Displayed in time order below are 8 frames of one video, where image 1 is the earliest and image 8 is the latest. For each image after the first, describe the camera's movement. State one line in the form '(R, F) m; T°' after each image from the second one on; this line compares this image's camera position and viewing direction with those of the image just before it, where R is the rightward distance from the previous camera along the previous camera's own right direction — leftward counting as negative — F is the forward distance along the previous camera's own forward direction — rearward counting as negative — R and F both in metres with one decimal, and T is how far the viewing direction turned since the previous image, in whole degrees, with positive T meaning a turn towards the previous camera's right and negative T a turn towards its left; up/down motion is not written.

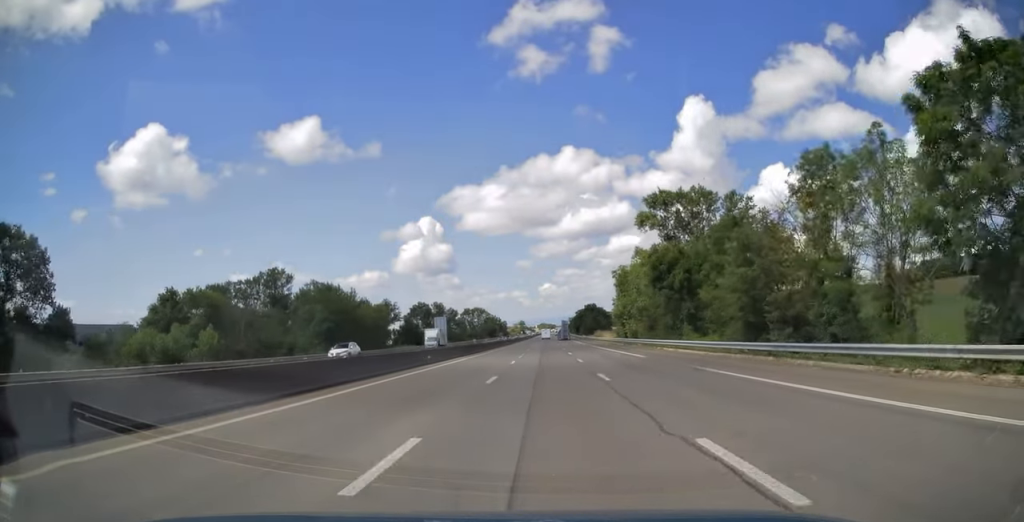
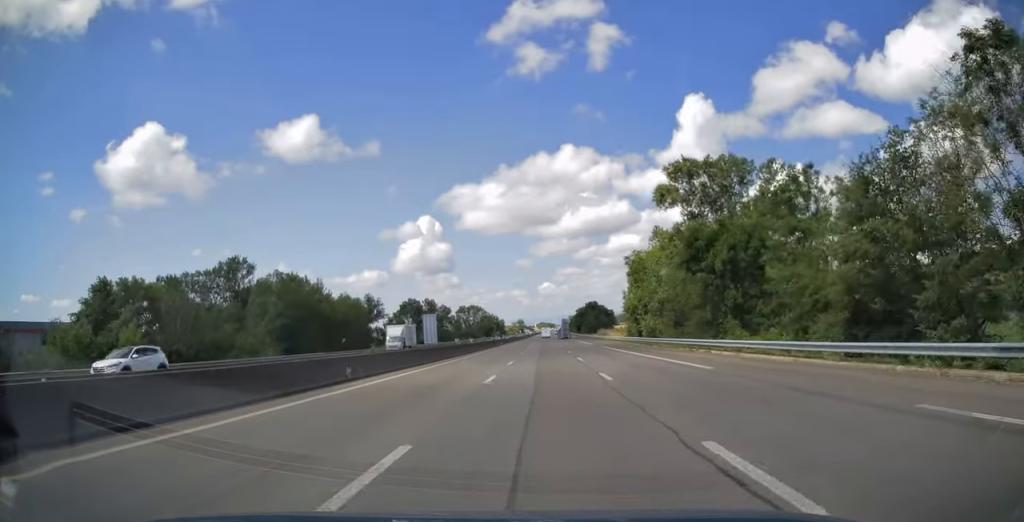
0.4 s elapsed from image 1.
(-0.1, +13.5) m; 0°
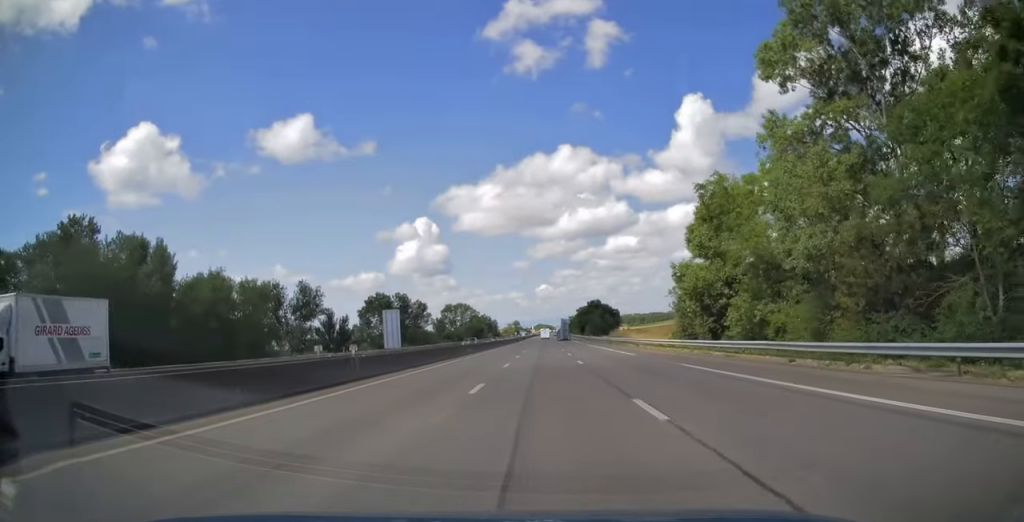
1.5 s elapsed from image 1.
(-0.2, +34.0) m; 0°
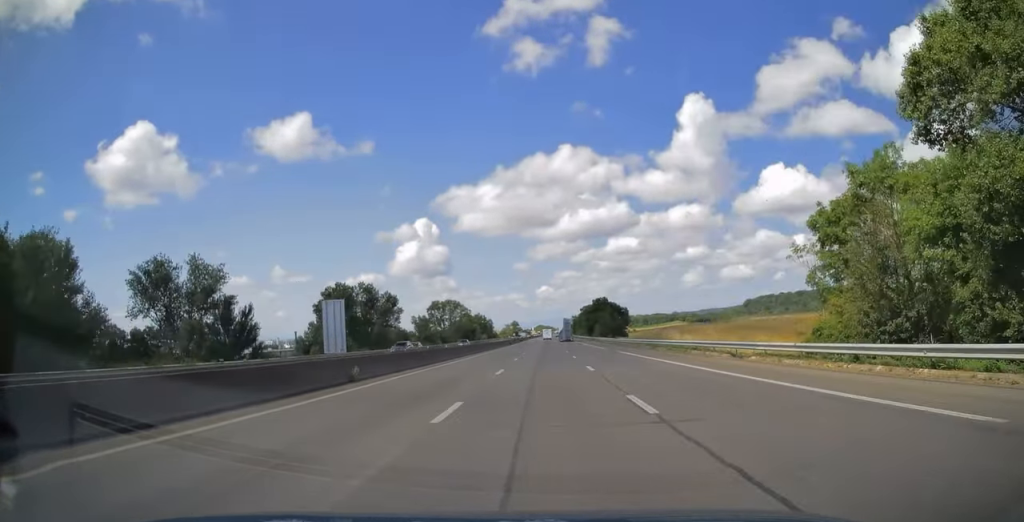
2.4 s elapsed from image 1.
(+0.3, +30.6) m; +1°
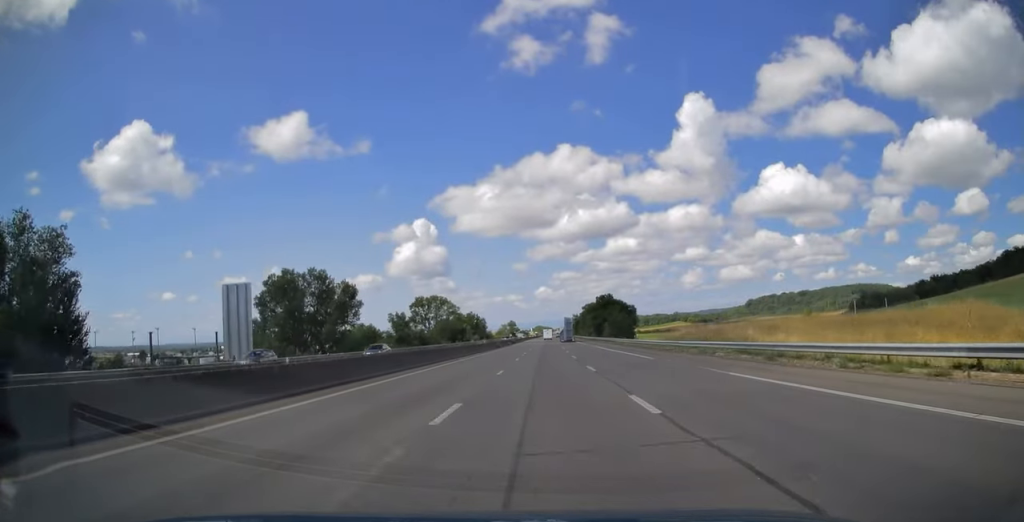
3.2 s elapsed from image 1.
(0.0, +25.8) m; +1°
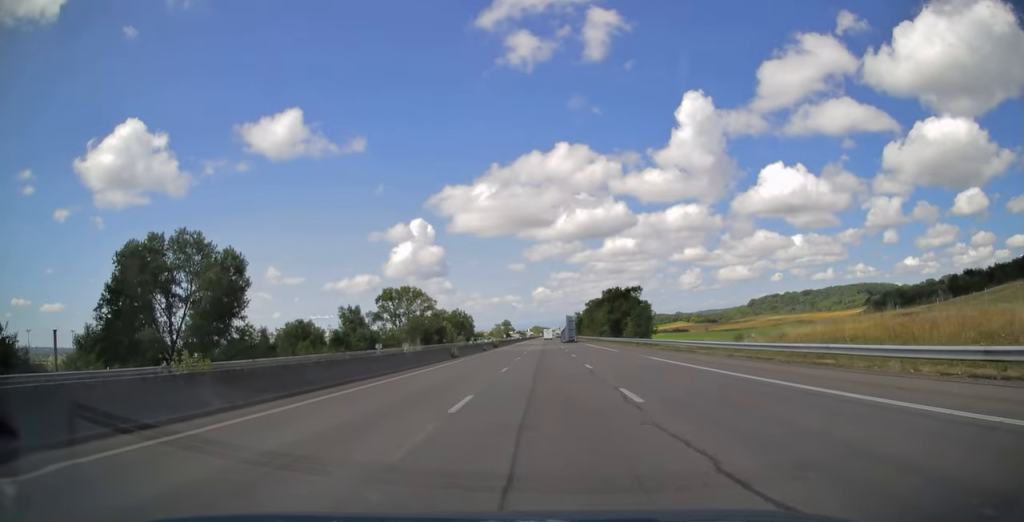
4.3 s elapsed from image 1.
(+0.3, +36.4) m; 0°
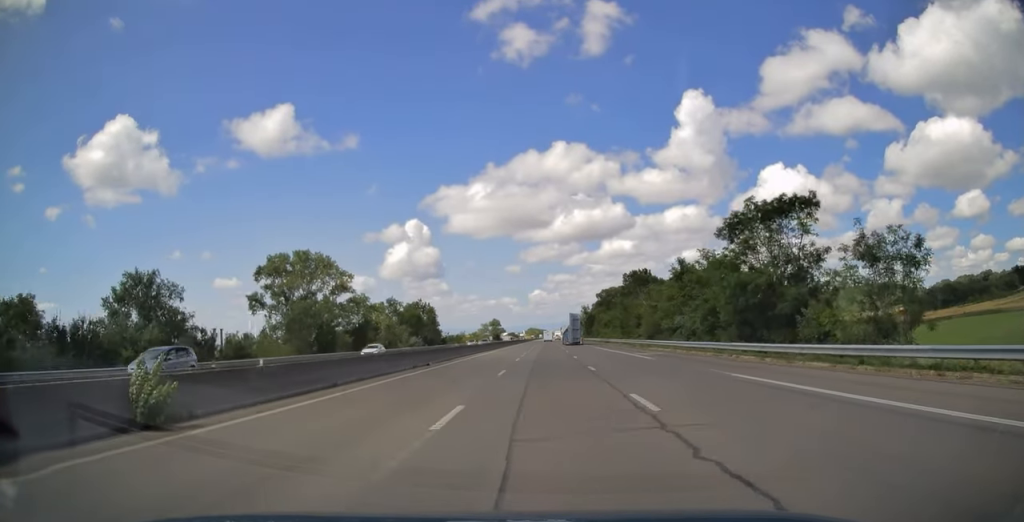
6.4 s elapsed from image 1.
(-0.5, +65.4) m; 0°
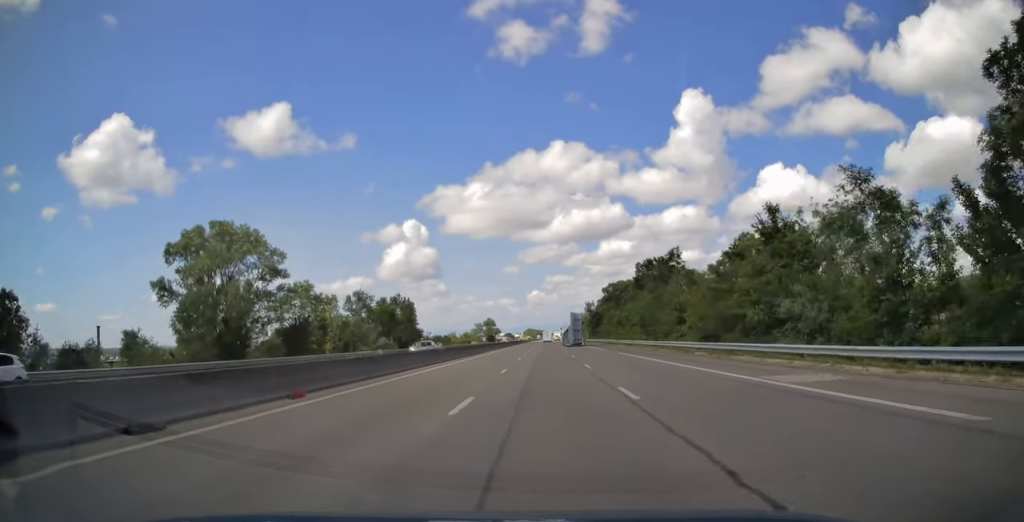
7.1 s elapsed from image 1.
(+0.3, +23.6) m; 0°
